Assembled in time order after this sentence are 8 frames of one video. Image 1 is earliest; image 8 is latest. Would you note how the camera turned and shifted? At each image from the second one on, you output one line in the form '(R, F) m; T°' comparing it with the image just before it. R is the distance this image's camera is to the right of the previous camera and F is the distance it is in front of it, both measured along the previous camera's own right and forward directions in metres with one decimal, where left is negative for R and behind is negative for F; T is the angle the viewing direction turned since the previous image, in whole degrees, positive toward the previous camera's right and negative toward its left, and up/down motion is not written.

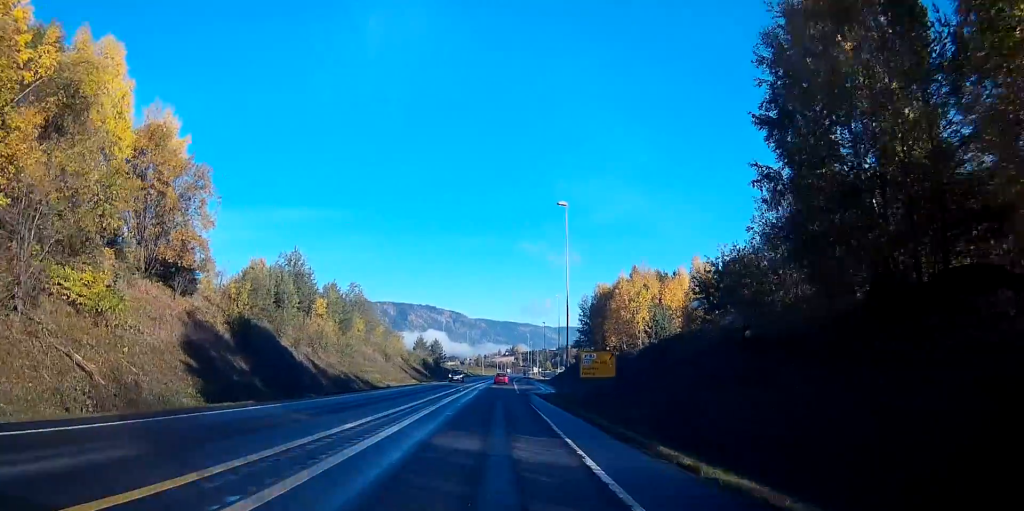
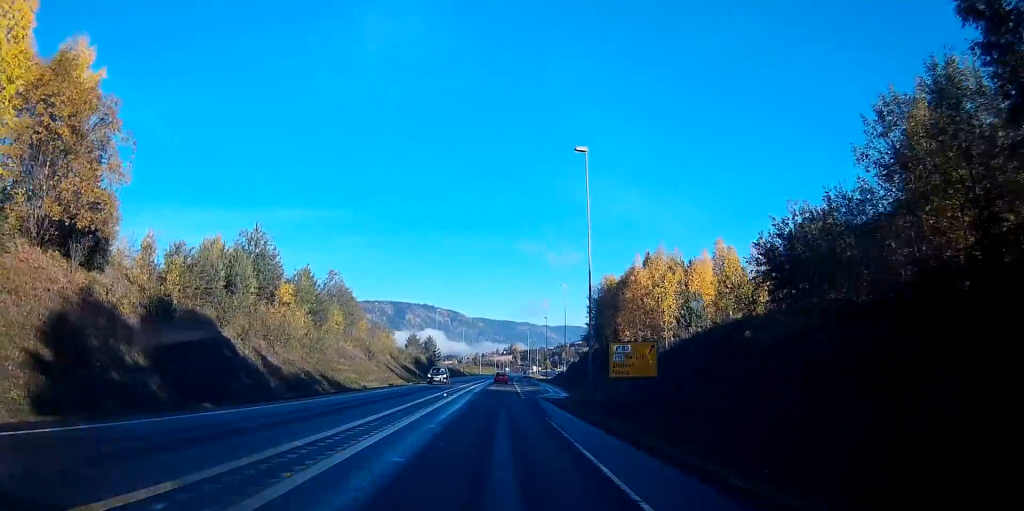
(0.0, +11.9) m; 0°
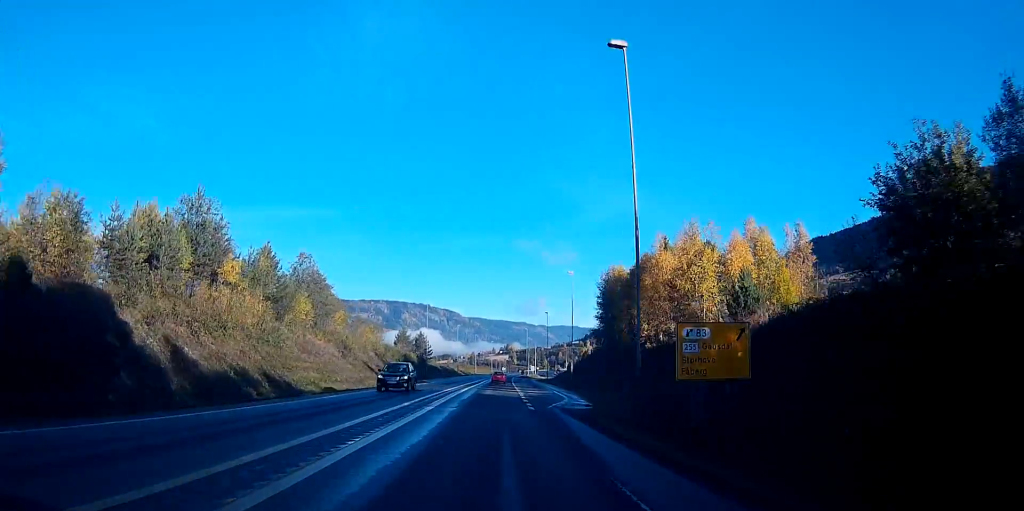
(0.0, +12.6) m; 0°
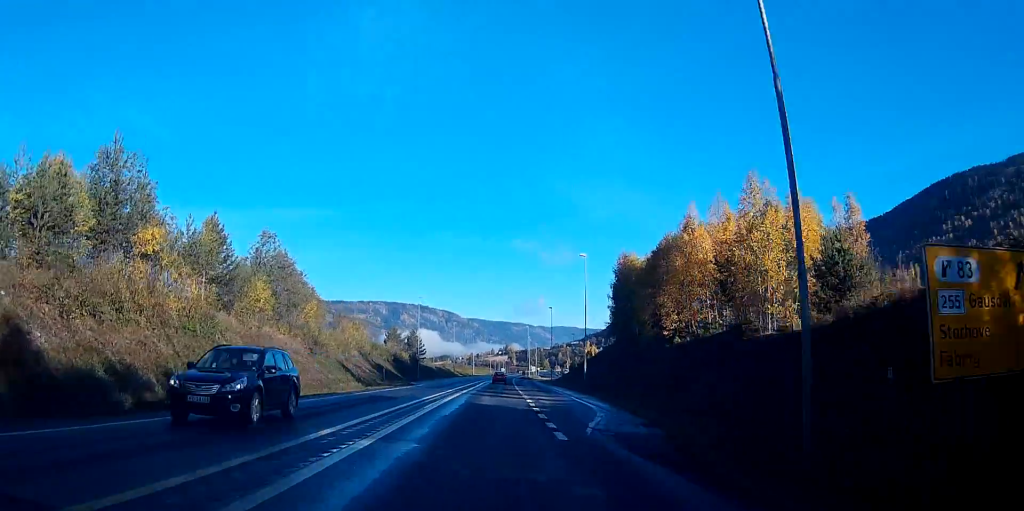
(0.0, +12.6) m; 0°
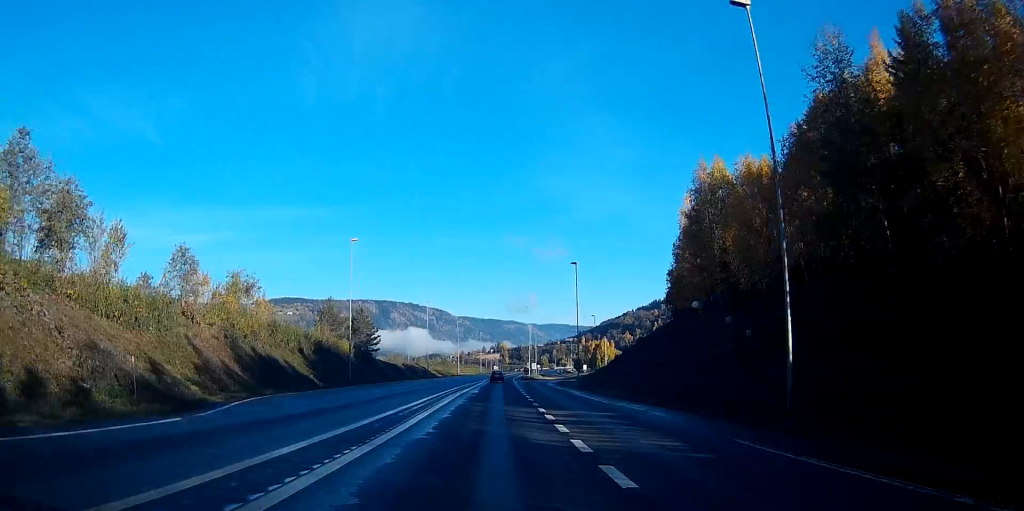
(+0.2, +49.1) m; 0°
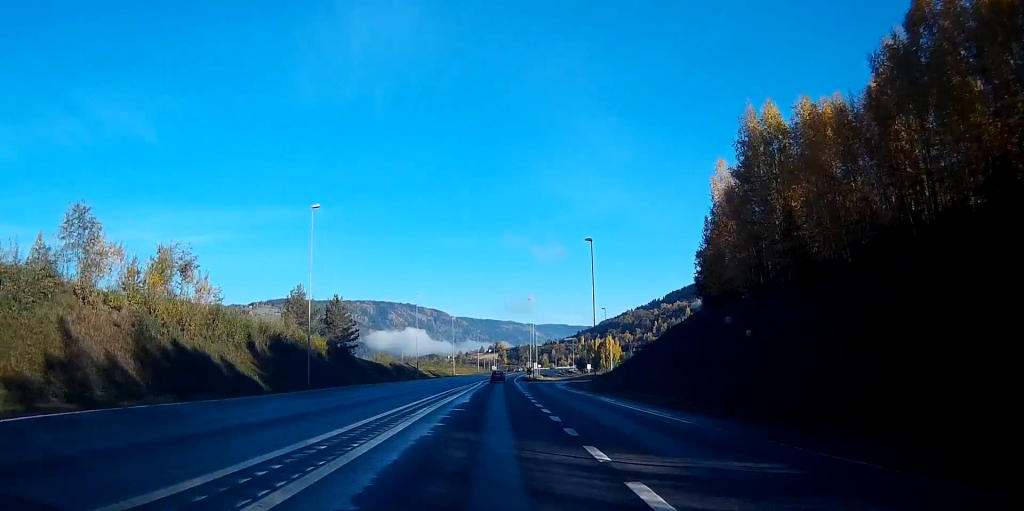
(+0.1, +14.0) m; 0°
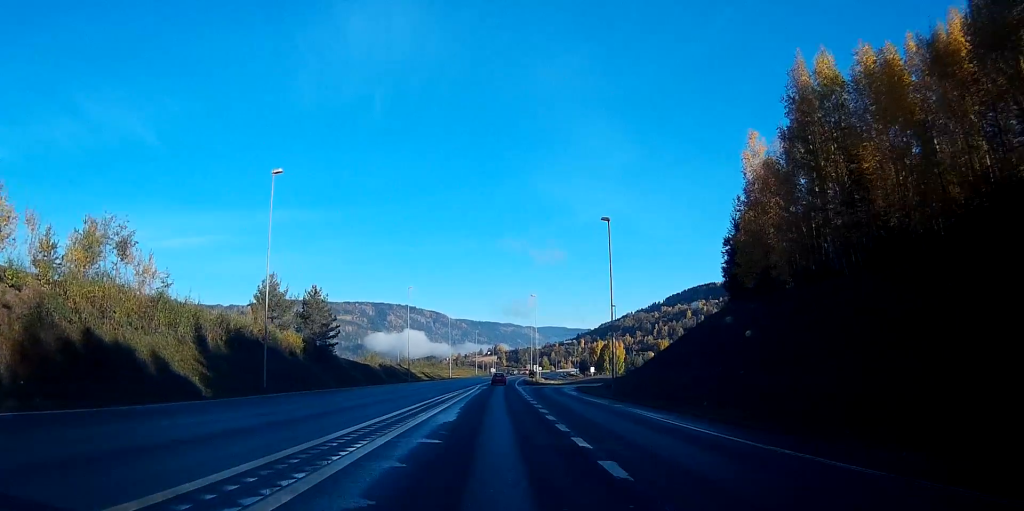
(-0.1, +9.8) m; 0°
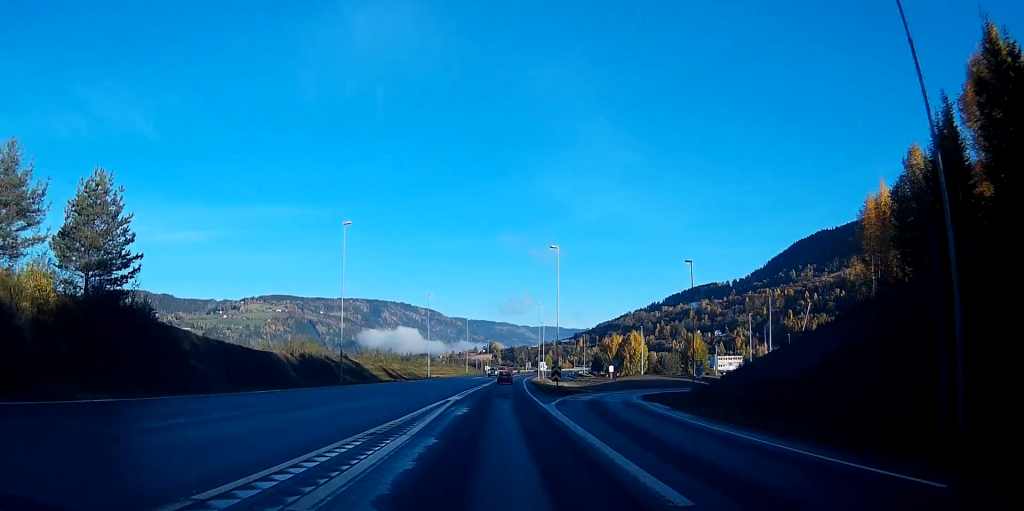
(-0.3, +41.2) m; -1°
